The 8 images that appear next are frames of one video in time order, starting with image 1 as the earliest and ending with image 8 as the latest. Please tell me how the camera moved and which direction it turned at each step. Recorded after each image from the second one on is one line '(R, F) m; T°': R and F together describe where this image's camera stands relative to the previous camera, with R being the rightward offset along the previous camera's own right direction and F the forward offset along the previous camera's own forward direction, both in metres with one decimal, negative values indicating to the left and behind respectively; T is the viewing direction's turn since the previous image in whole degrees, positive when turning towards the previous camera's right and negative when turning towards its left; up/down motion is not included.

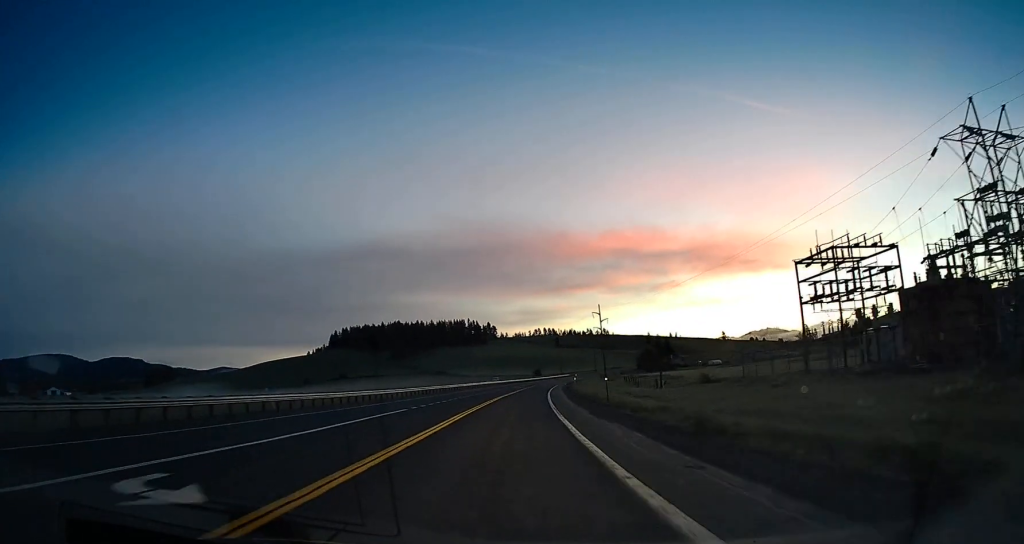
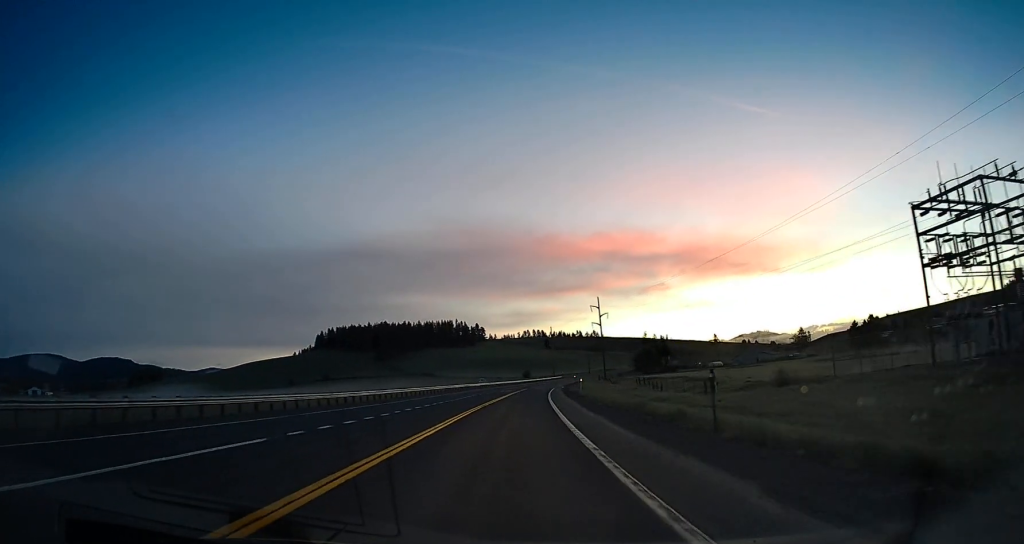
(+0.4, +17.8) m; +2°
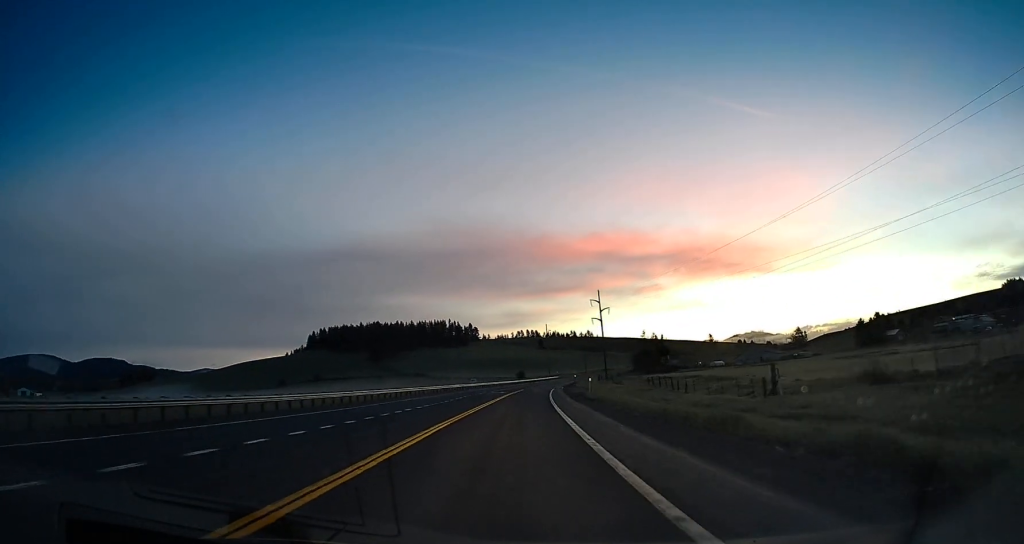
(+0.1, +10.7) m; +1°
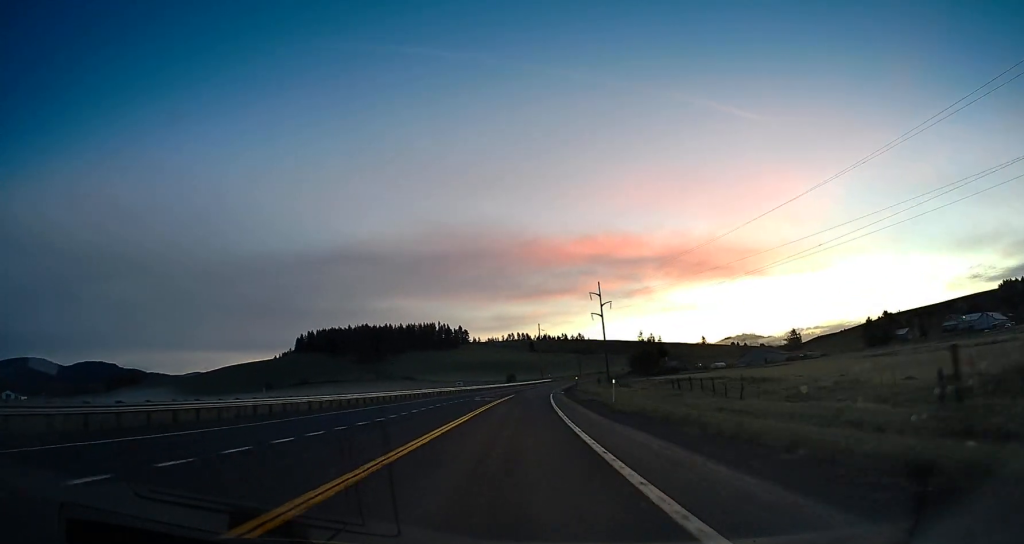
(+0.3, +14.3) m; +1°
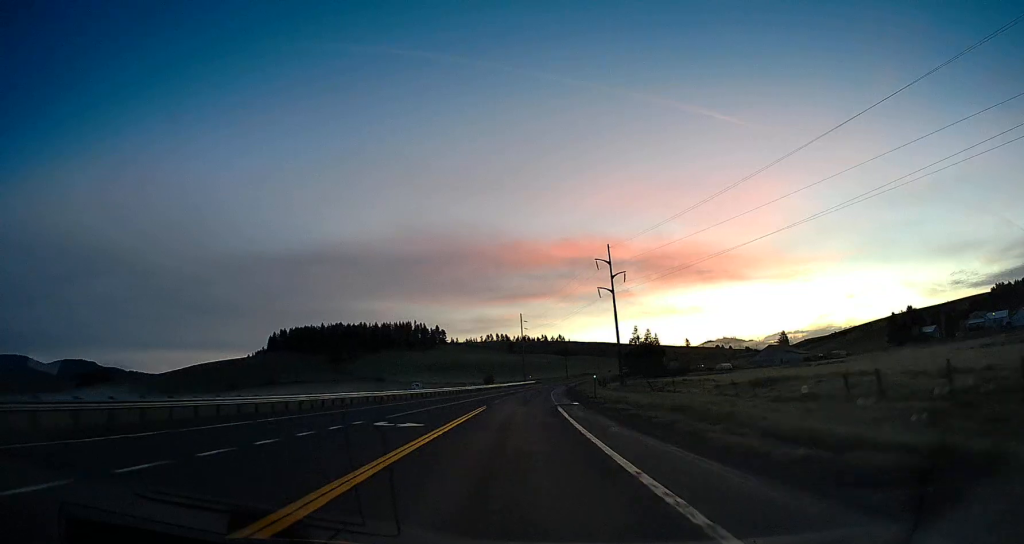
(+0.2, +33.0) m; +1°
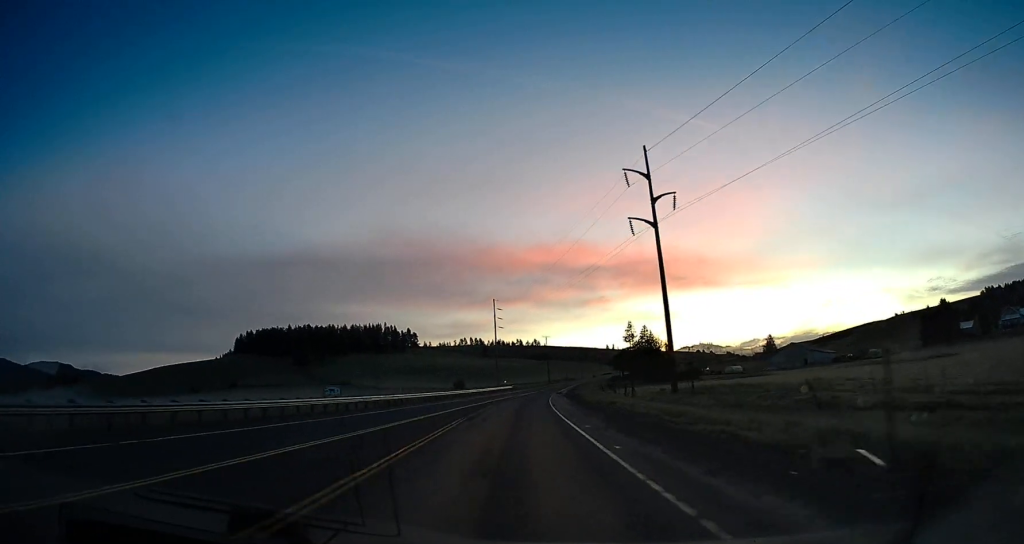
(+0.6, +36.7) m; +3°
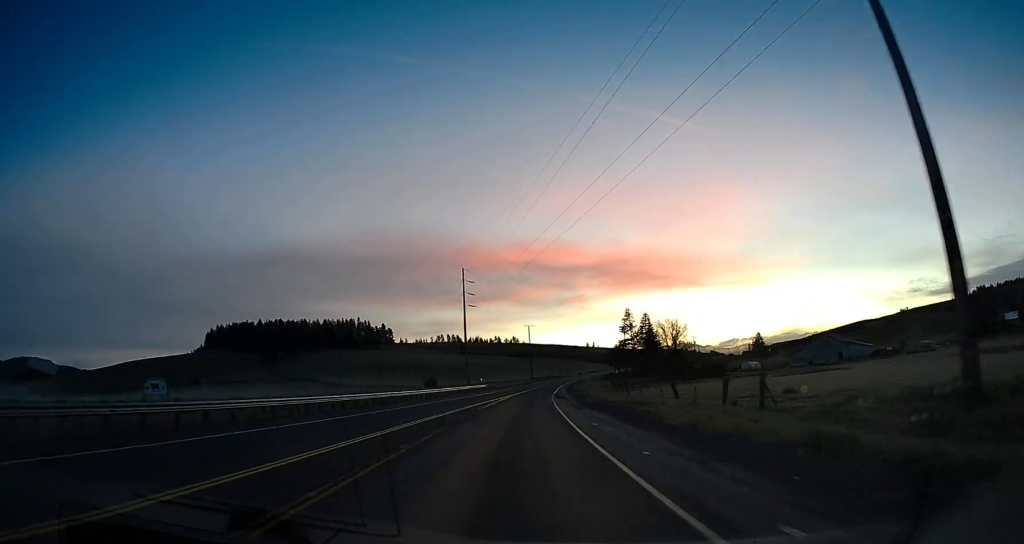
(+0.9, +32.1) m; +2°
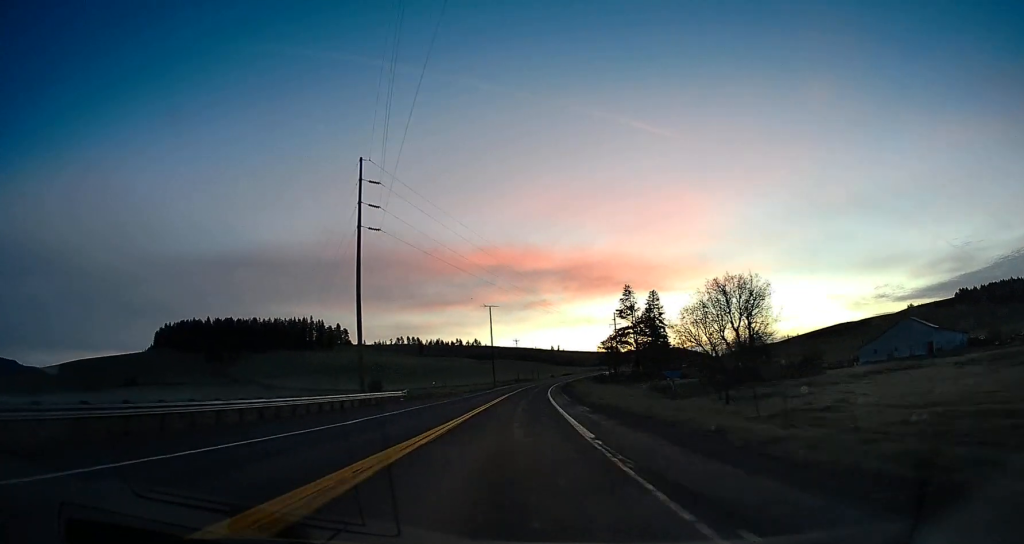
(+1.3, +48.9) m; +4°
